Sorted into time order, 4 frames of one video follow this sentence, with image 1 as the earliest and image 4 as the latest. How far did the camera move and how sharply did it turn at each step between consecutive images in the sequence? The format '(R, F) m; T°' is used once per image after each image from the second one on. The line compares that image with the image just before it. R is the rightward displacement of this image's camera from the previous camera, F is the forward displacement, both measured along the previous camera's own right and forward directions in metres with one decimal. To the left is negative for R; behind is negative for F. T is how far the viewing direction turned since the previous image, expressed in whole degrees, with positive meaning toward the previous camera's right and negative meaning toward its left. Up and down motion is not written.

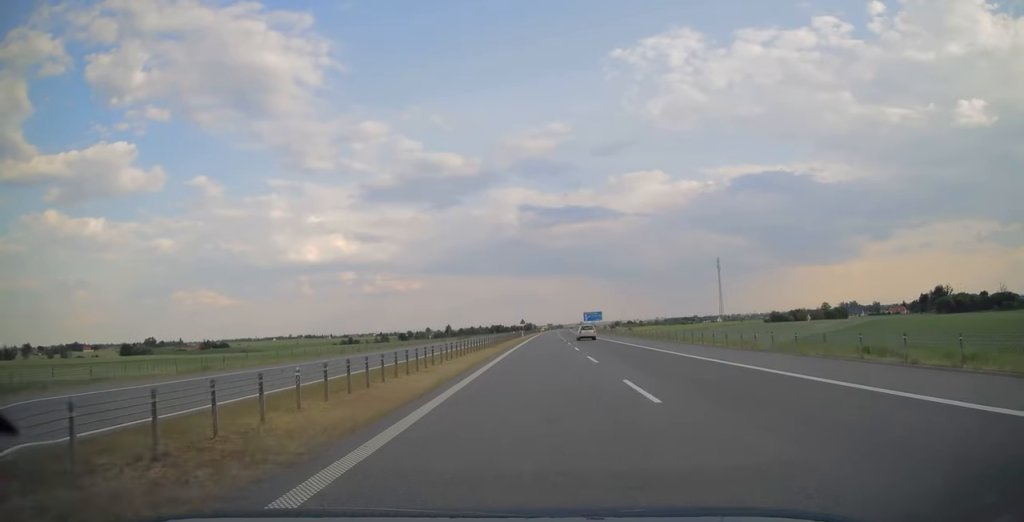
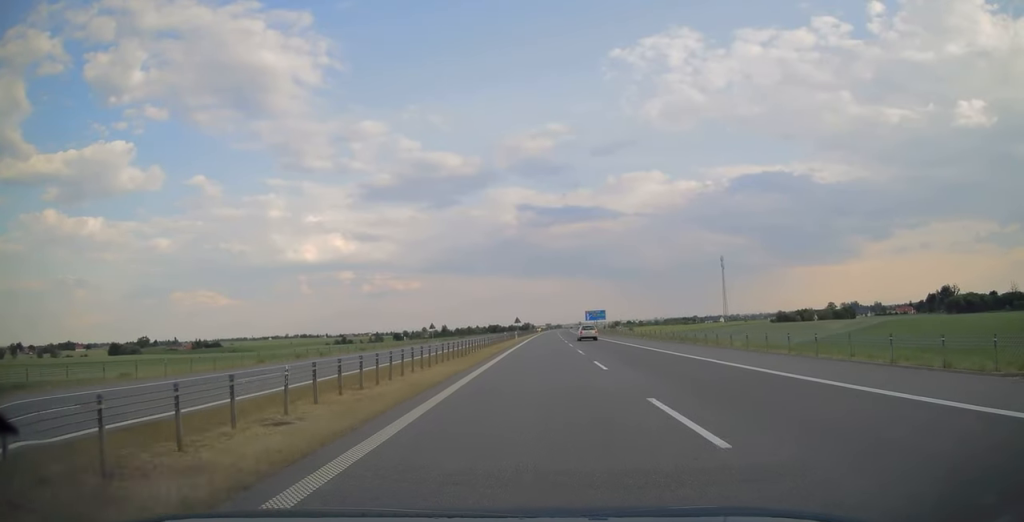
(0.0, +15.8) m; 0°
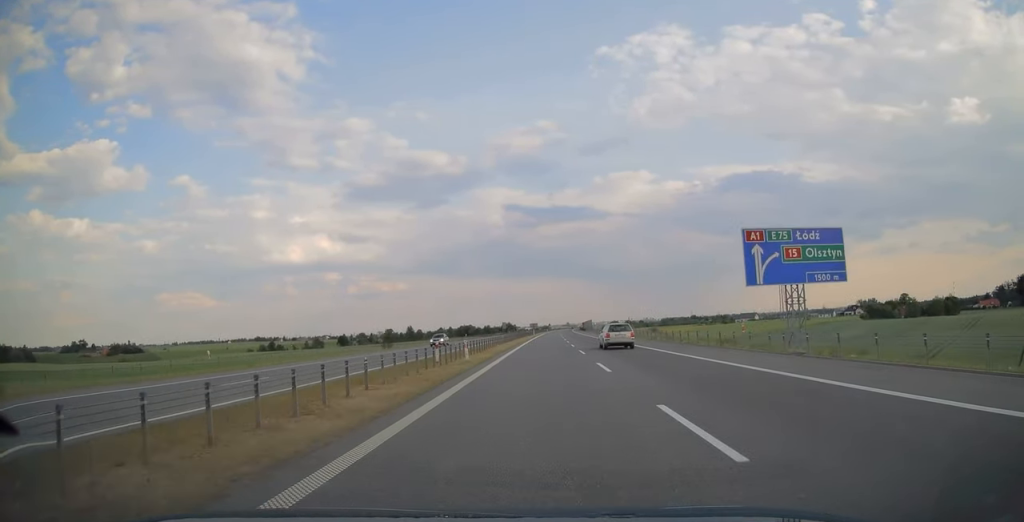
(+1.9, +144.7) m; +1°
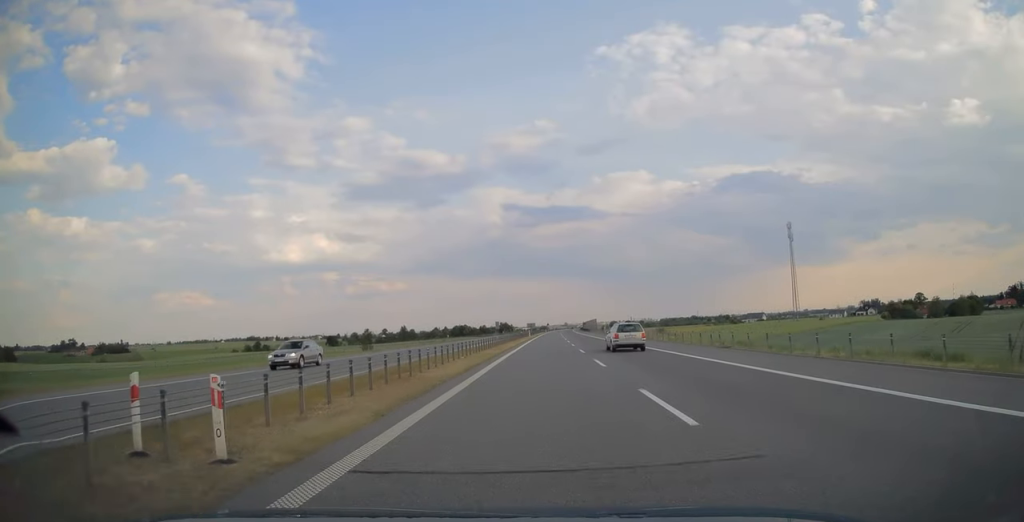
(0.0, +22.0) m; 0°
